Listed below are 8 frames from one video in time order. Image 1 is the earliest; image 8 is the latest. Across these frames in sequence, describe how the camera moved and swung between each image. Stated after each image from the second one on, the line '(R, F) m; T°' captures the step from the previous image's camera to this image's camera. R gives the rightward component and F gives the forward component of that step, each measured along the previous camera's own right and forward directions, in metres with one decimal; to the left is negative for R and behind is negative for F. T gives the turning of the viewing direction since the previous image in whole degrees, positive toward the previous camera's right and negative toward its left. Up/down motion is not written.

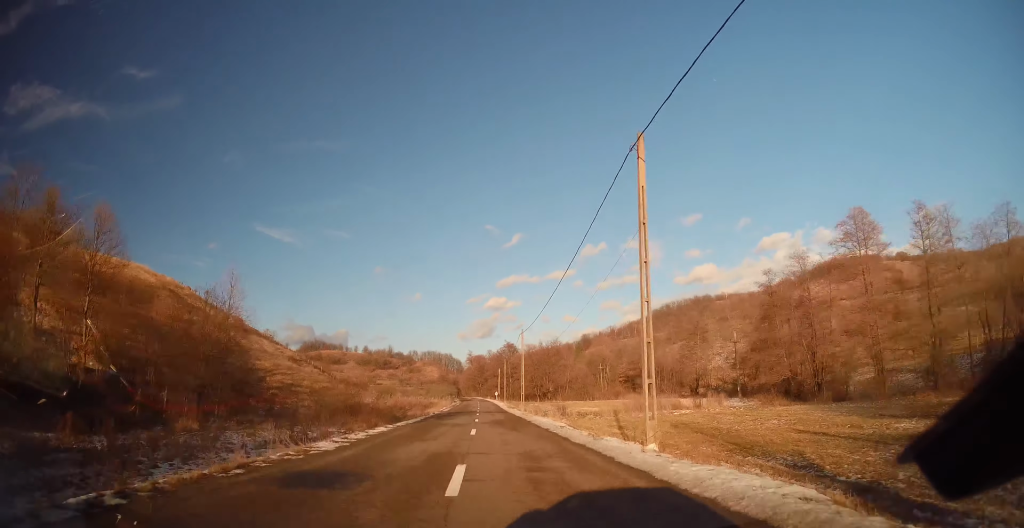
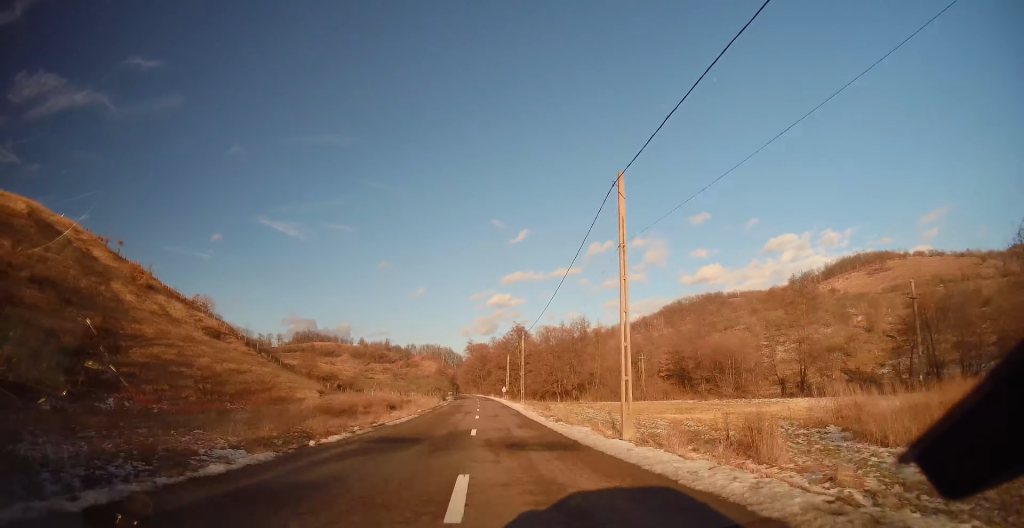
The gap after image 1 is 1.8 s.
(-0.3, +38.1) m; 0°
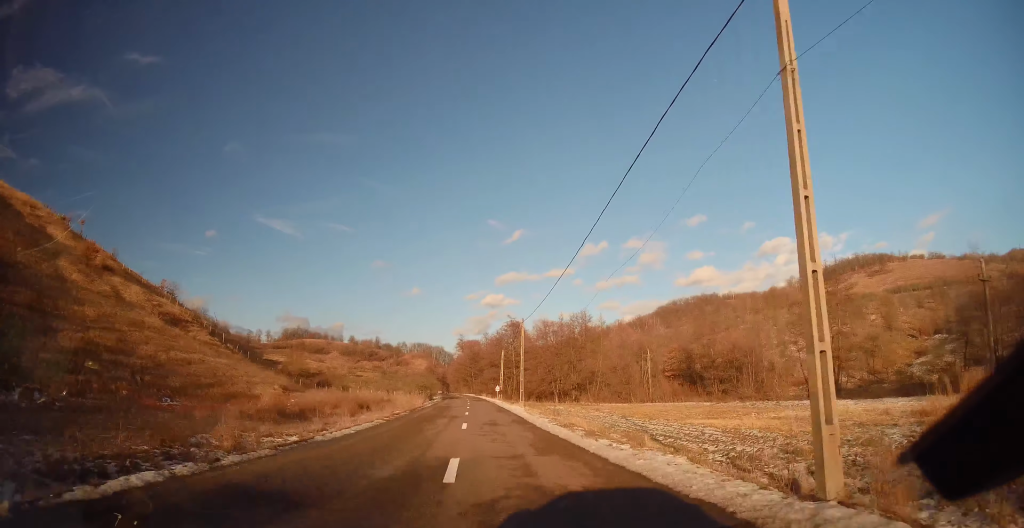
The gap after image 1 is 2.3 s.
(+0.3, +9.9) m; 0°
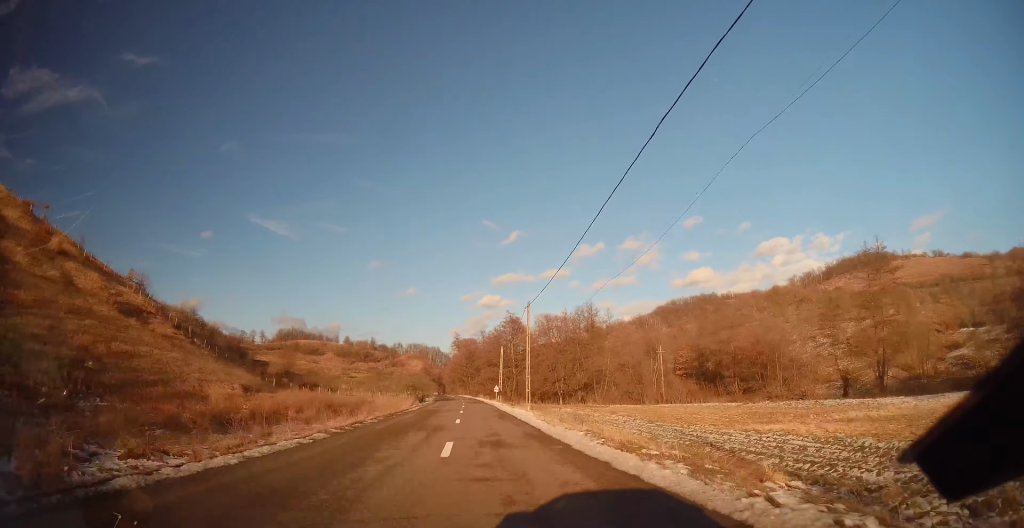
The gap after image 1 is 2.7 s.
(+0.2, +9.2) m; 0°
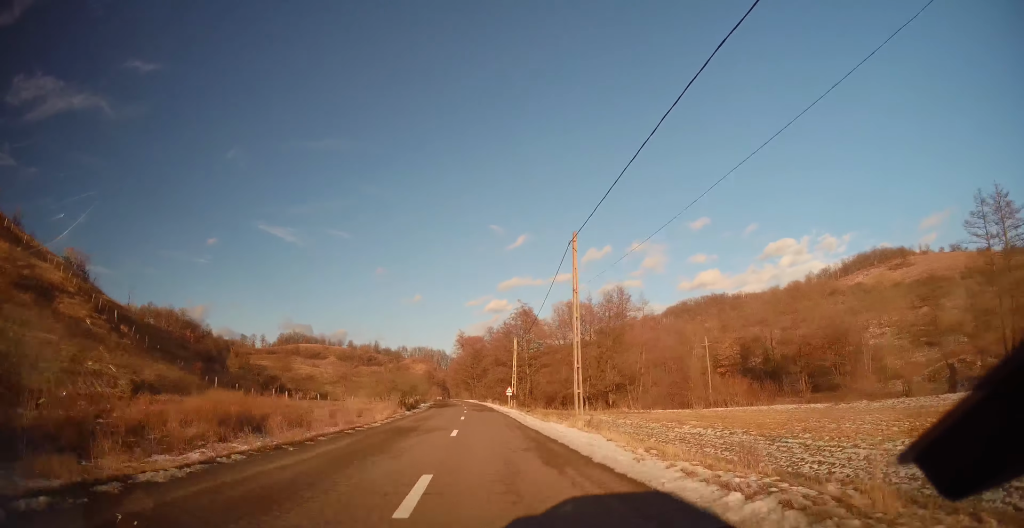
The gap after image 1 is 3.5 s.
(-0.5, +17.5) m; -1°
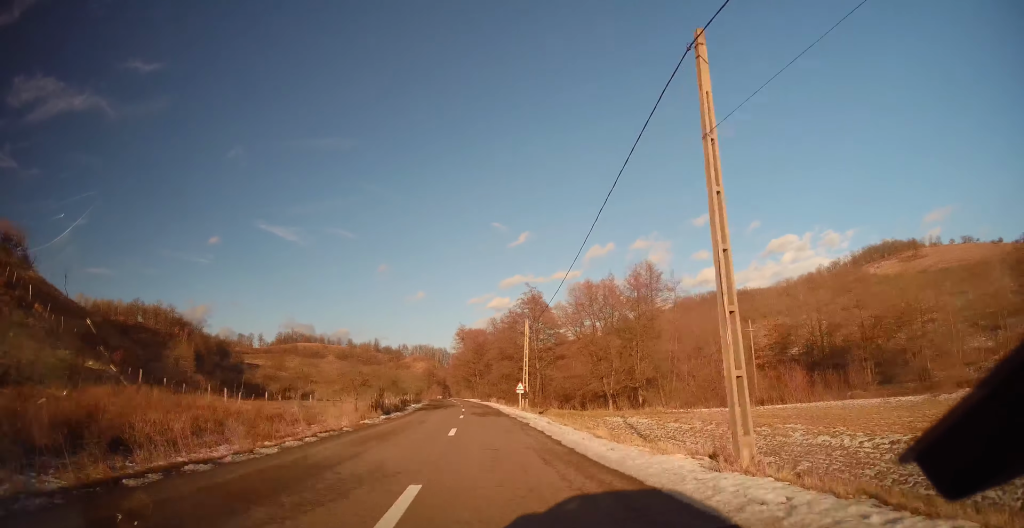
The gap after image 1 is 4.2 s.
(+0.1, +13.2) m; 0°
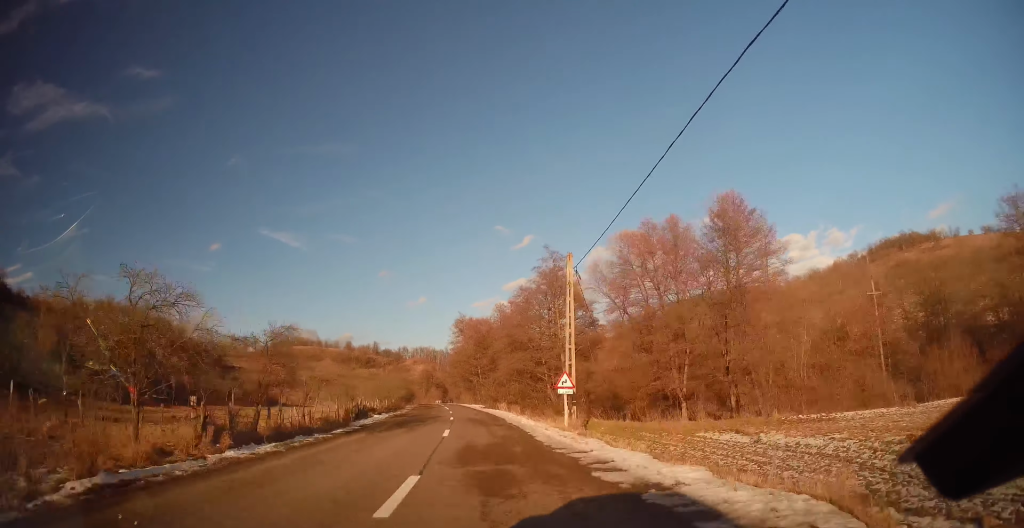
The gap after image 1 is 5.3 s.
(+0.2, +23.4) m; 0°
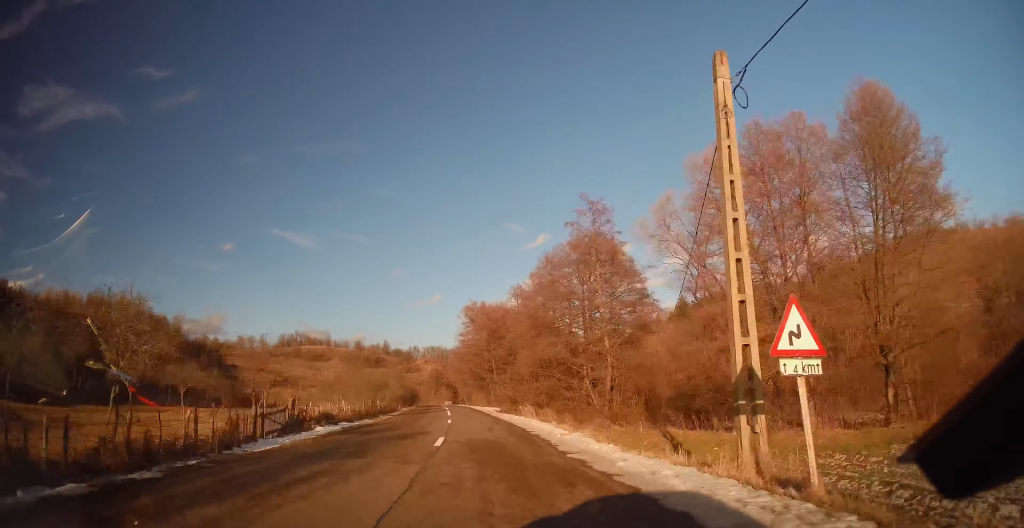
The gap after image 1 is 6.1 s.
(-0.1, +16.4) m; -2°
